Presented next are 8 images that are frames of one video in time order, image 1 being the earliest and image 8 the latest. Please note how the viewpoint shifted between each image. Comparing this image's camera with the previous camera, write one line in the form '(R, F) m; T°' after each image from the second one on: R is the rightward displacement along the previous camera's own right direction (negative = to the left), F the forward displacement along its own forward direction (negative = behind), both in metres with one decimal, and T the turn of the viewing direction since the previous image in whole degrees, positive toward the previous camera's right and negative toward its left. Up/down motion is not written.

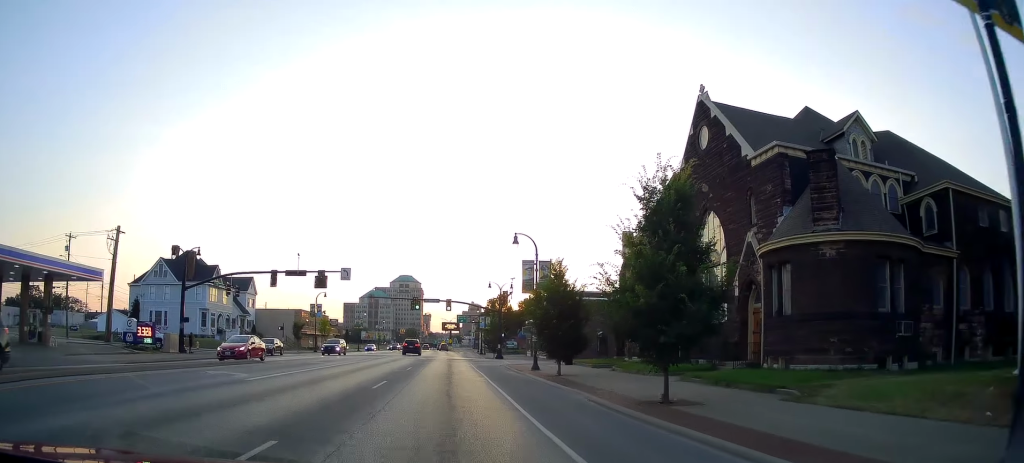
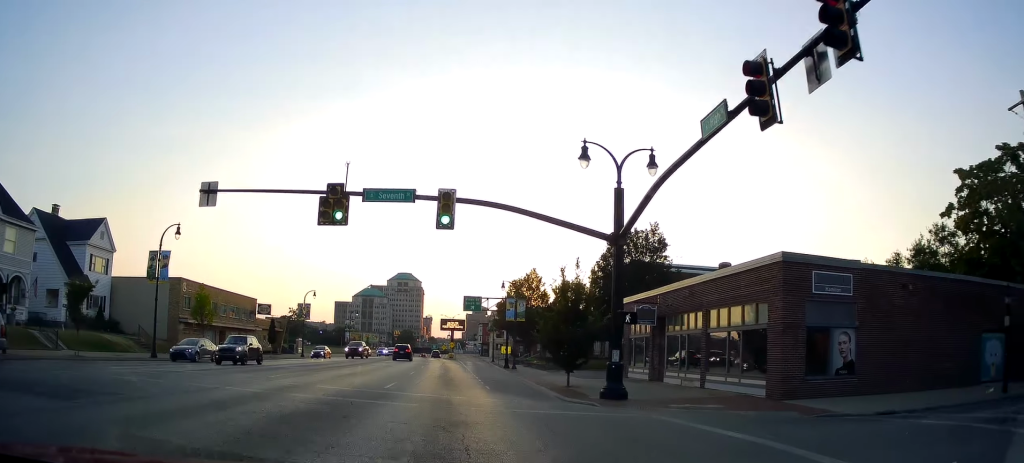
(+0.1, +46.9) m; -1°
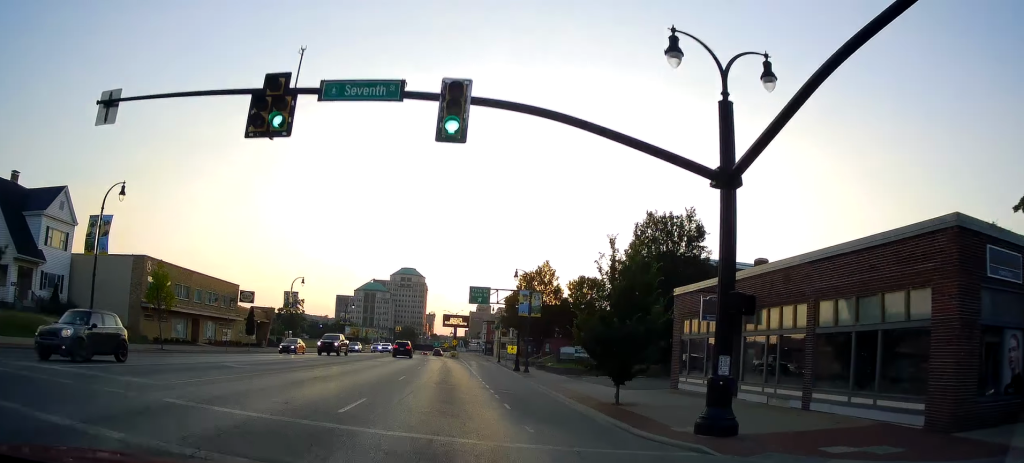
(-0.2, +7.8) m; 0°
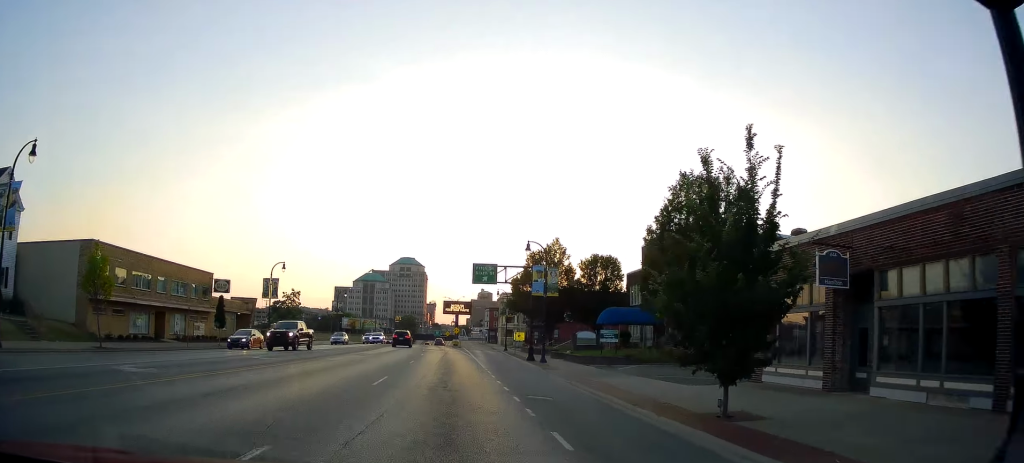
(-0.1, +7.8) m; 0°
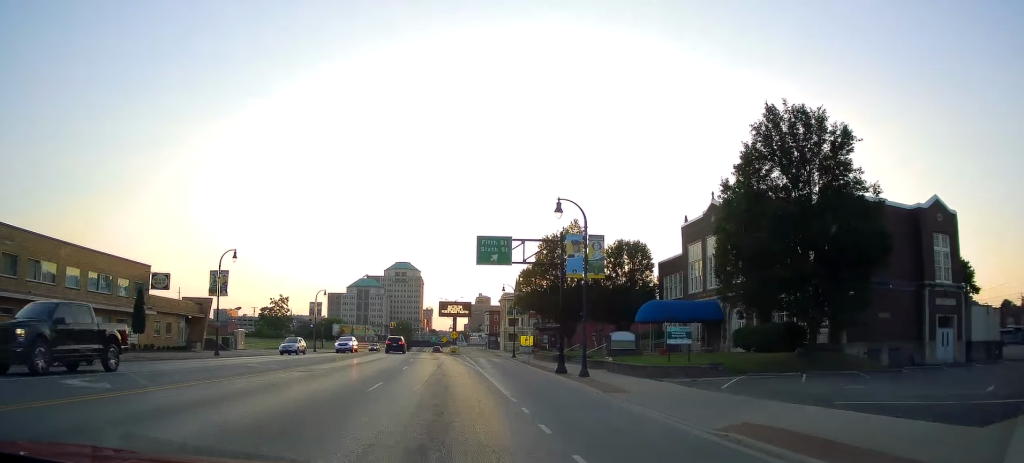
(+0.5, +13.1) m; 0°
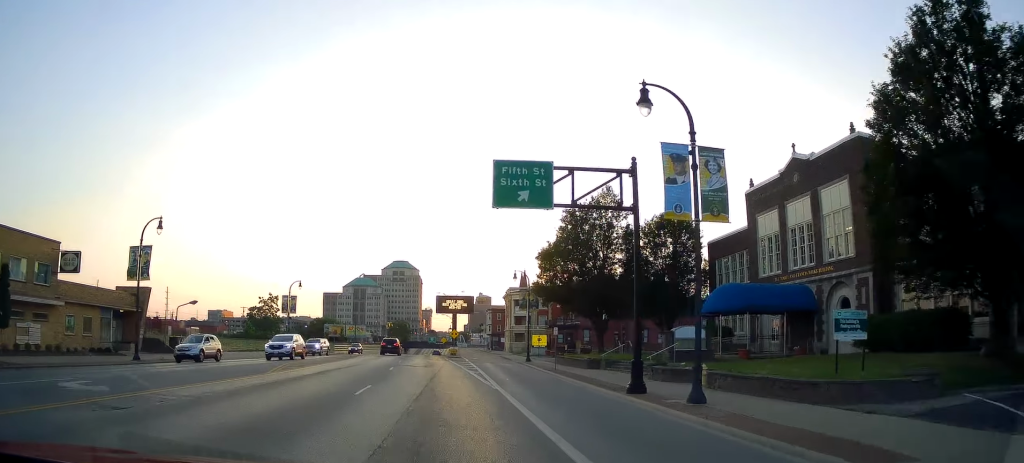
(-0.3, +12.9) m; -1°
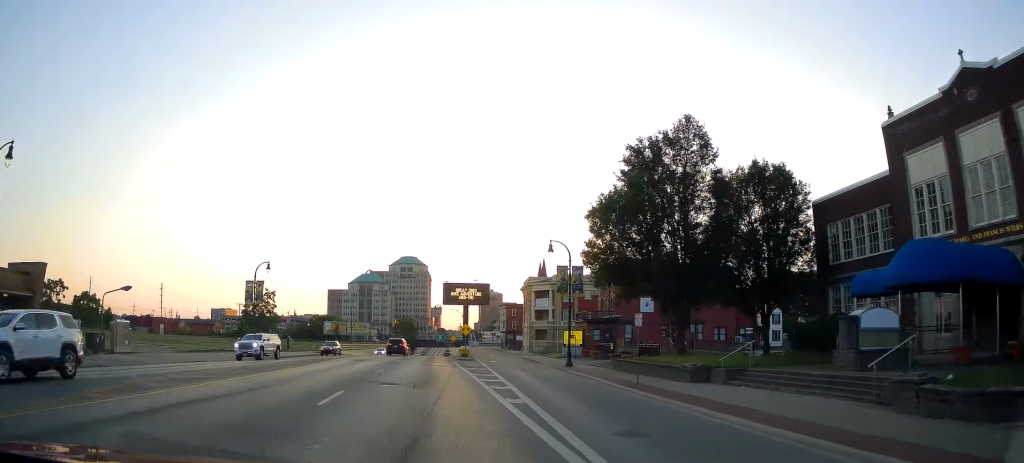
(-0.2, +15.1) m; -1°
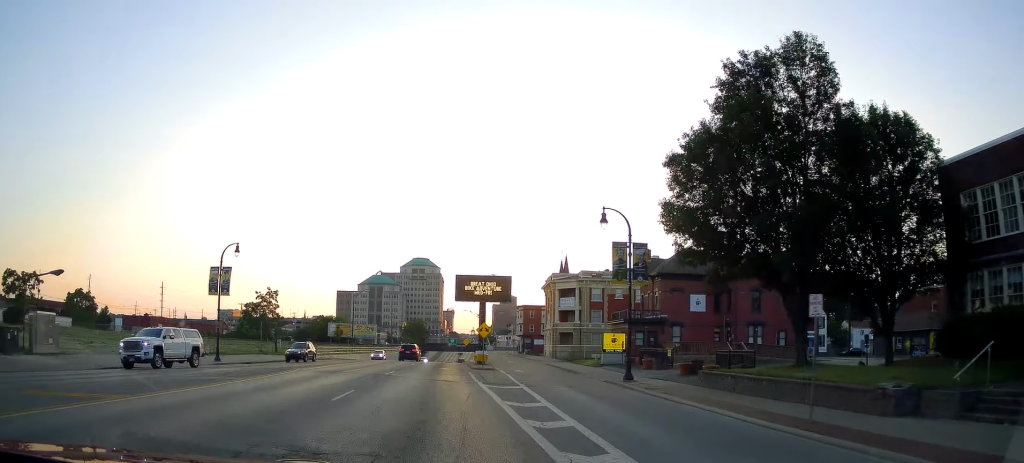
(+0.1, +10.9) m; 0°
